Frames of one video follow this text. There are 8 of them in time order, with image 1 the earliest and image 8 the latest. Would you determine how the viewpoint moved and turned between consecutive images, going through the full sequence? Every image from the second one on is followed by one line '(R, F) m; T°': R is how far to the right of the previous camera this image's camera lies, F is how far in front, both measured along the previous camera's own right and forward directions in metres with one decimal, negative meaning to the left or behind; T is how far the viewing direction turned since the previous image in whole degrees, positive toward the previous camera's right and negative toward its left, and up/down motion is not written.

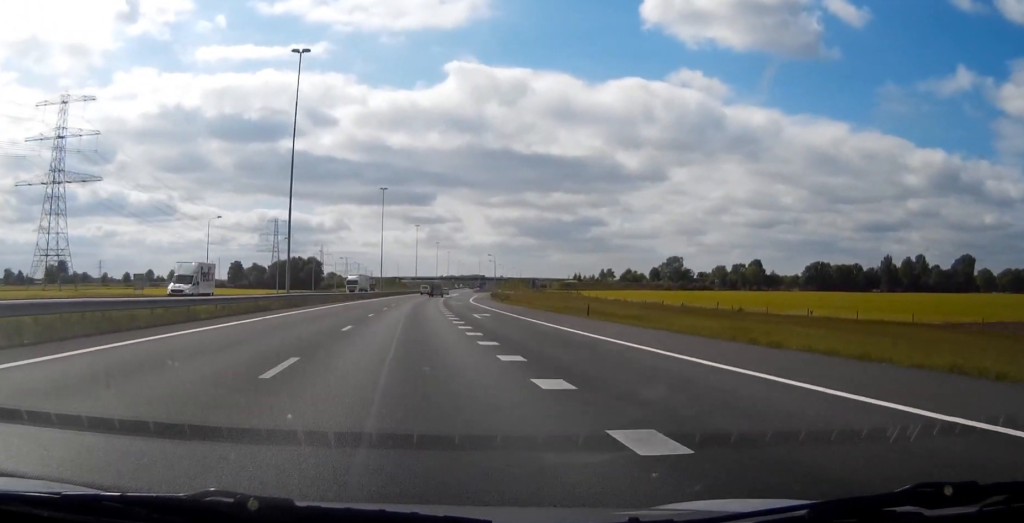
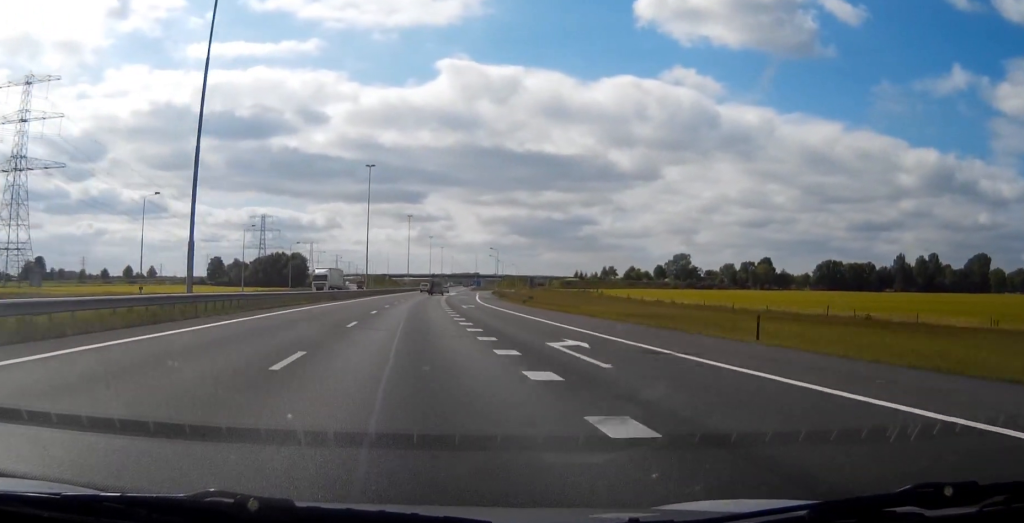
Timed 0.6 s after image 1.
(0.0, +23.0) m; 0°
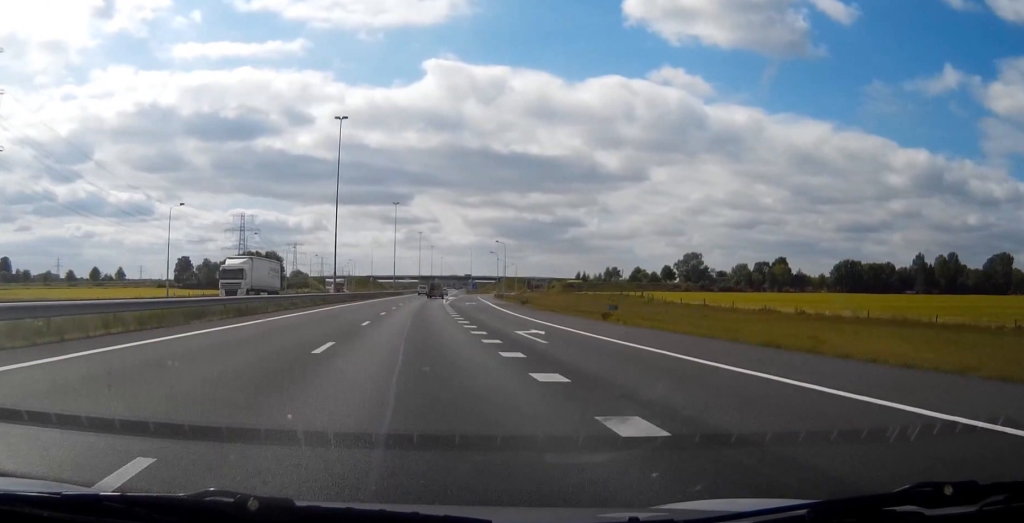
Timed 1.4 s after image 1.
(0.0, +31.8) m; +1°
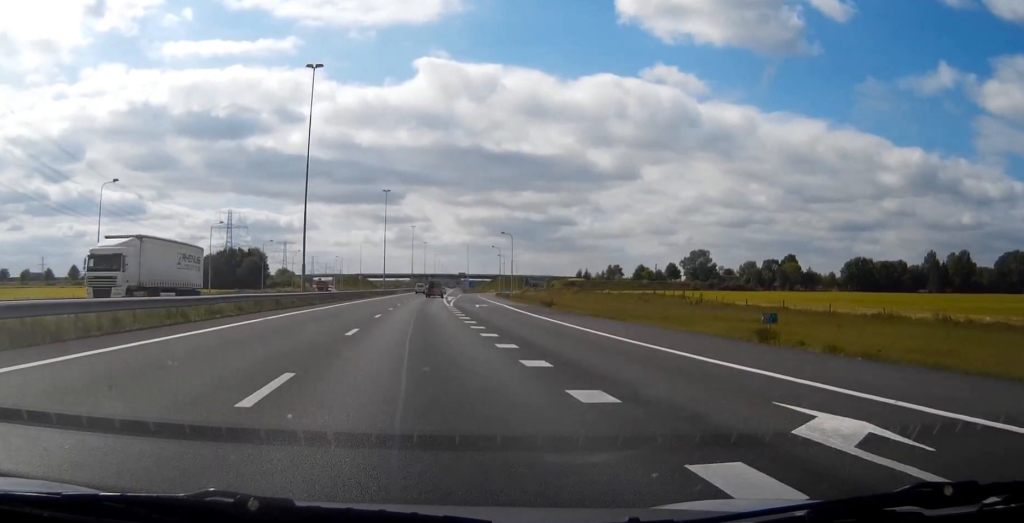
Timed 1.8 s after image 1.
(0.0, +18.4) m; +1°
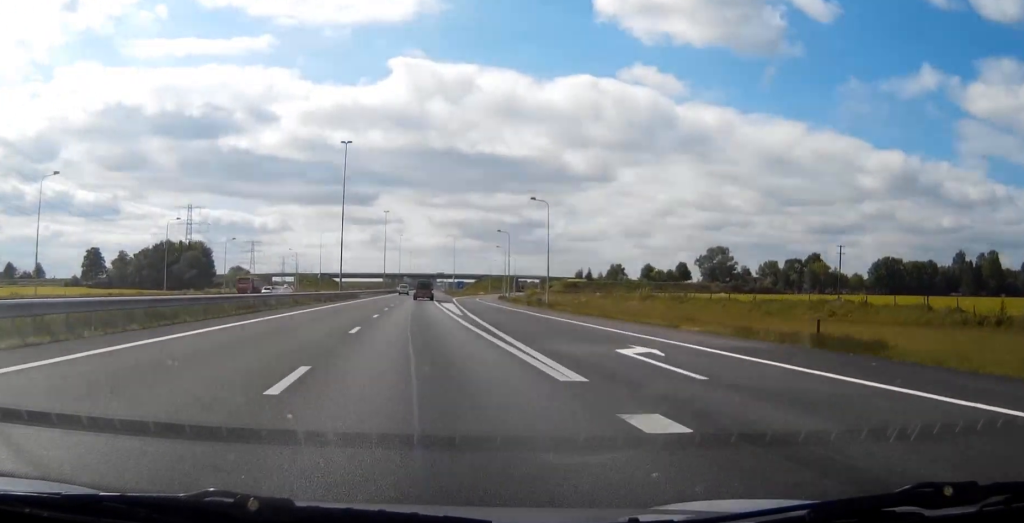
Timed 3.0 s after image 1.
(+1.4, +46.5) m; +2°
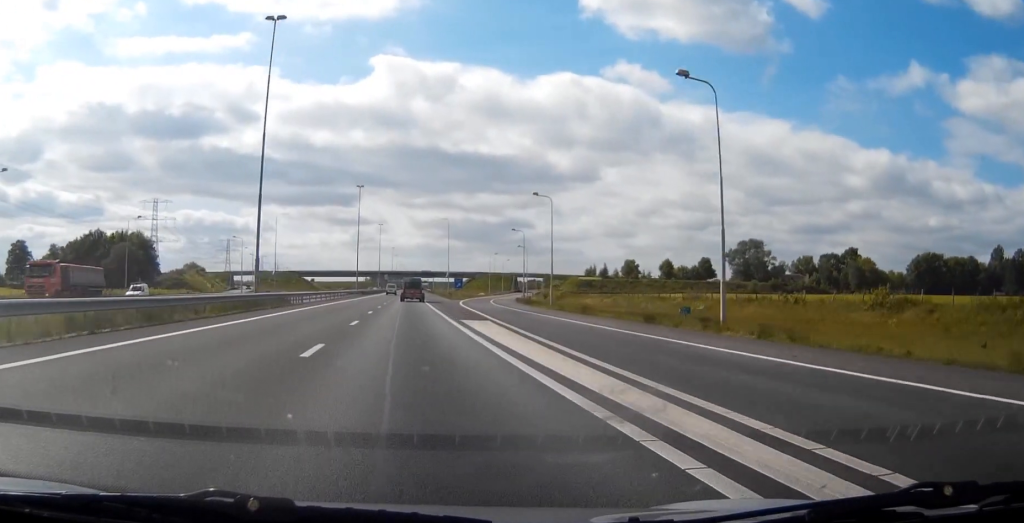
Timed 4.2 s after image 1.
(+0.5, +43.1) m; +1°
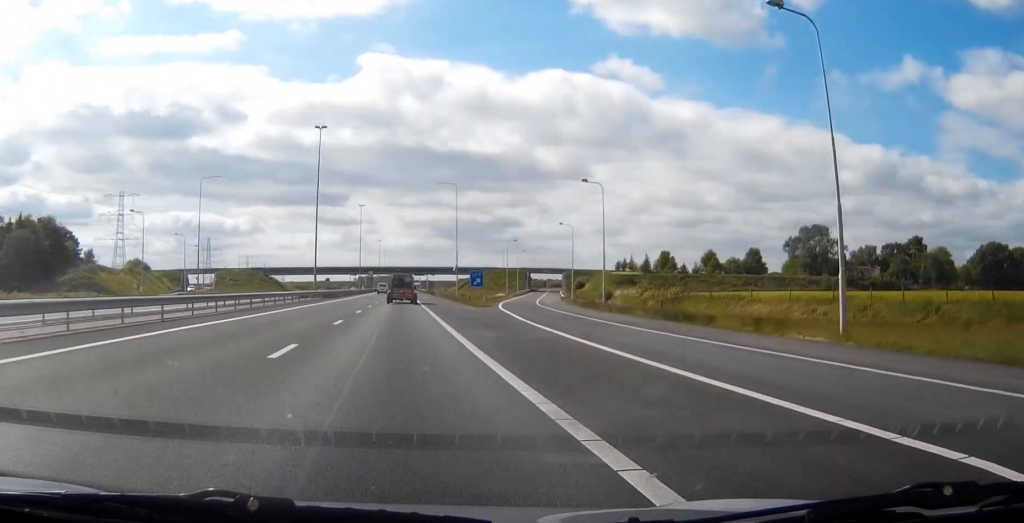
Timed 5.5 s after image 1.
(+0.4, +48.2) m; 0°
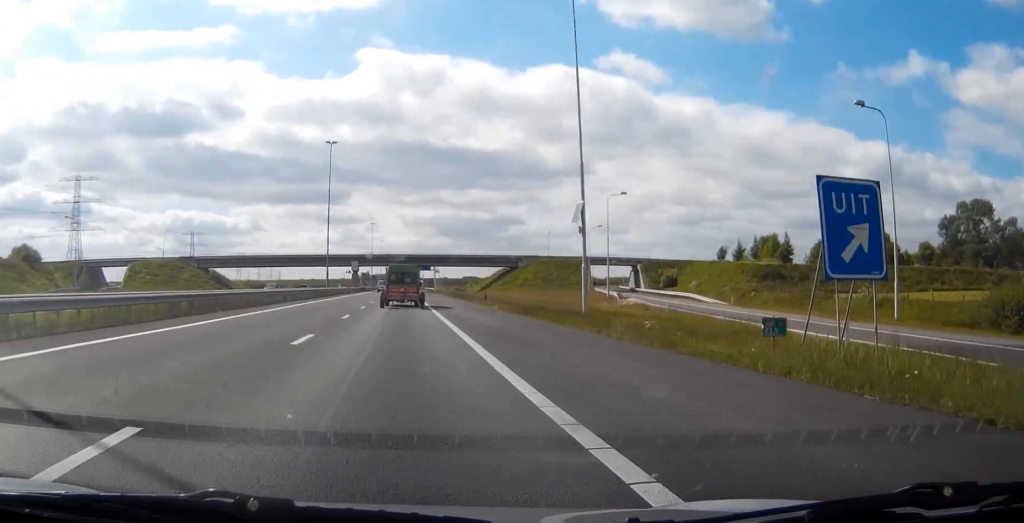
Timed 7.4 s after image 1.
(+0.3, +68.3) m; +1°
